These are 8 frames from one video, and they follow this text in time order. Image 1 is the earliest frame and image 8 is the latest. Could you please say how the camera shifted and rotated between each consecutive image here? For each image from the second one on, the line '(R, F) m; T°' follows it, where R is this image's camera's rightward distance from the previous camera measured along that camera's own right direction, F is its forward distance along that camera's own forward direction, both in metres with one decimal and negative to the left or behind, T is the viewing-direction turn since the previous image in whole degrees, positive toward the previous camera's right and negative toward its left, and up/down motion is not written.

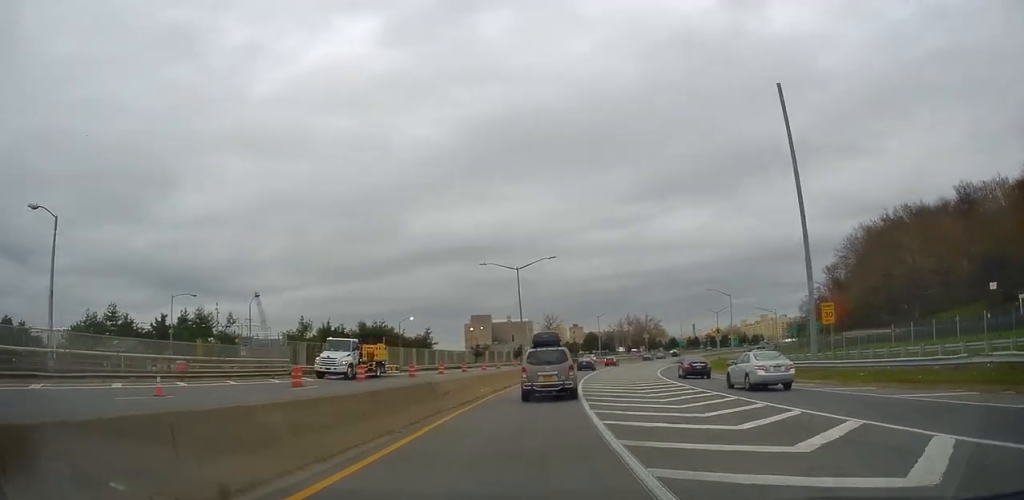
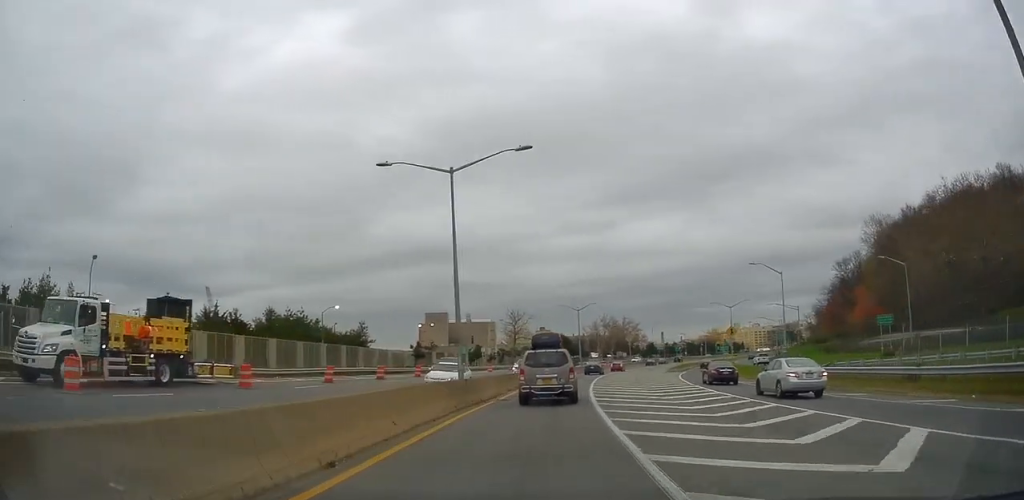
(+0.9, +23.0) m; +4°
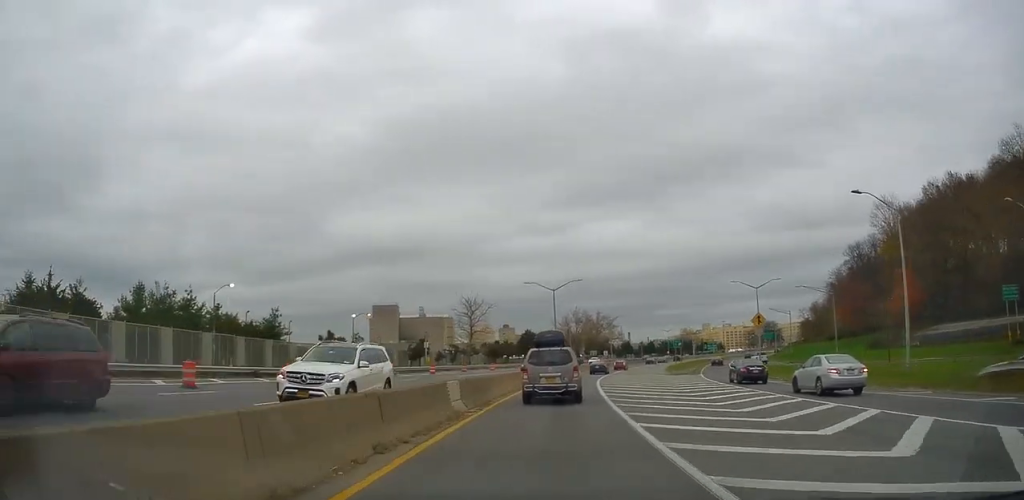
(+0.7, +21.5) m; +2°
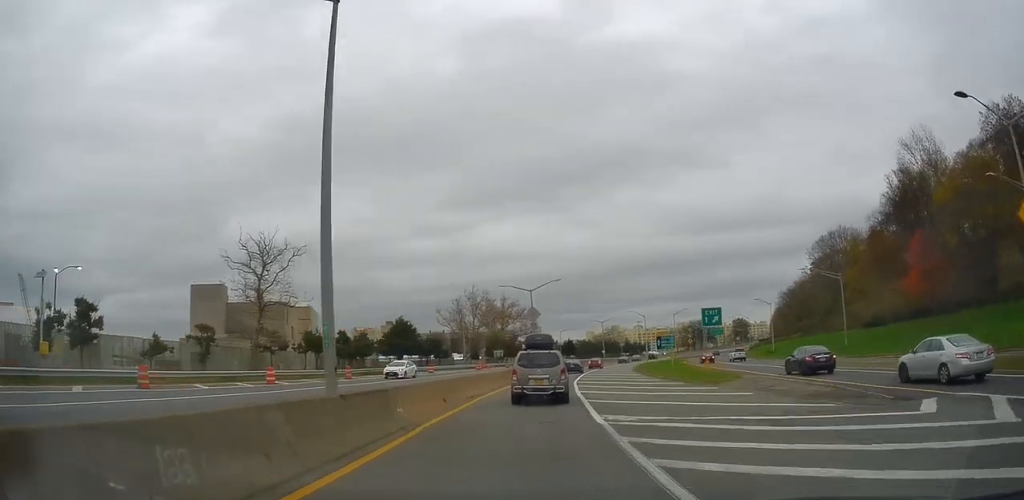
(+2.2, +47.3) m; +8°
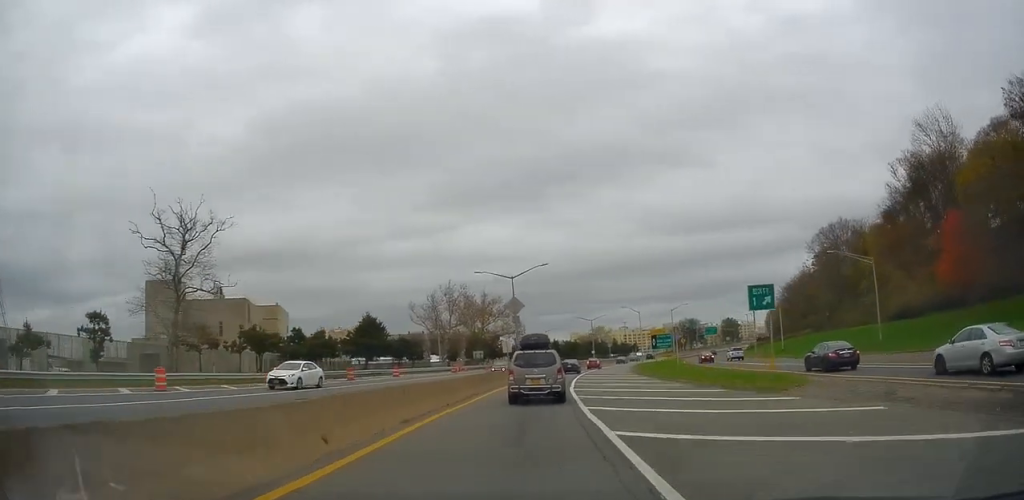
(+0.4, +9.6) m; +2°
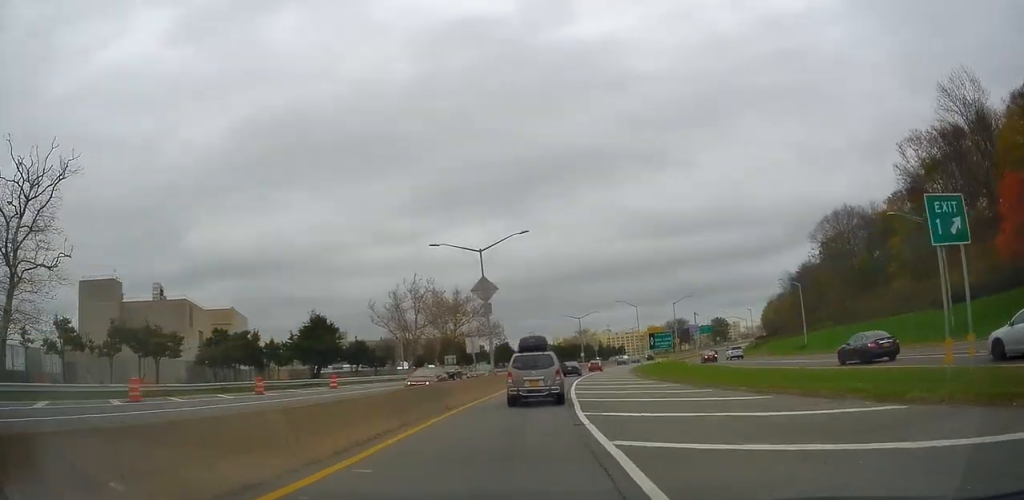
(+0.3, +13.1) m; +2°
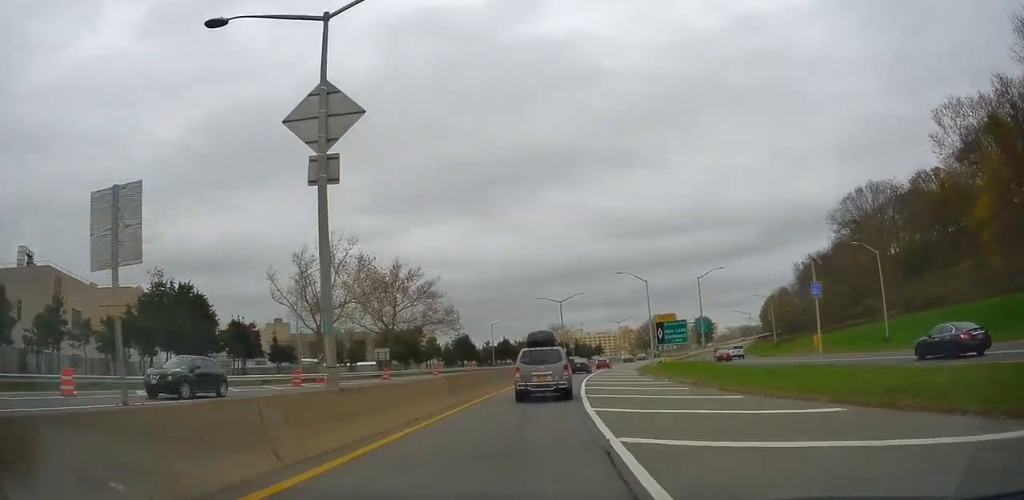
(+0.6, +24.0) m; +3°
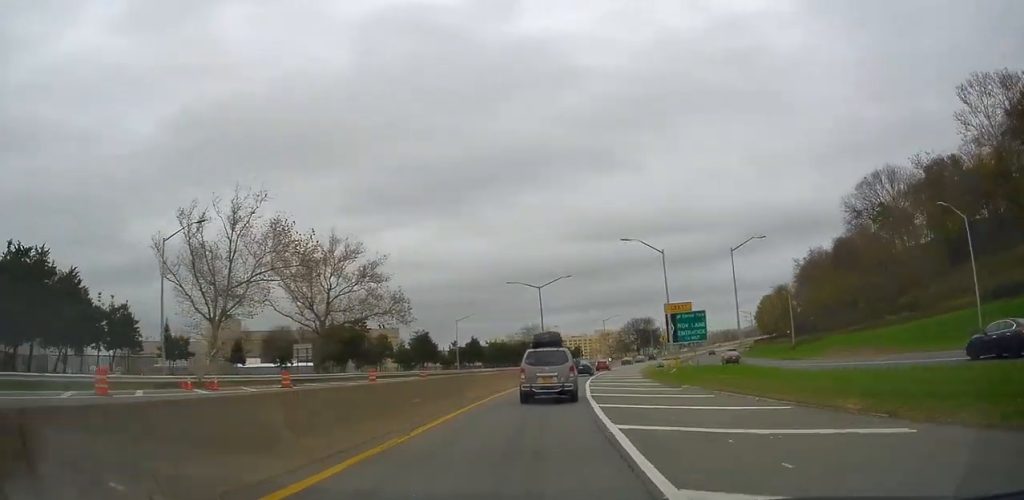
(+0.2, +15.8) m; +2°
